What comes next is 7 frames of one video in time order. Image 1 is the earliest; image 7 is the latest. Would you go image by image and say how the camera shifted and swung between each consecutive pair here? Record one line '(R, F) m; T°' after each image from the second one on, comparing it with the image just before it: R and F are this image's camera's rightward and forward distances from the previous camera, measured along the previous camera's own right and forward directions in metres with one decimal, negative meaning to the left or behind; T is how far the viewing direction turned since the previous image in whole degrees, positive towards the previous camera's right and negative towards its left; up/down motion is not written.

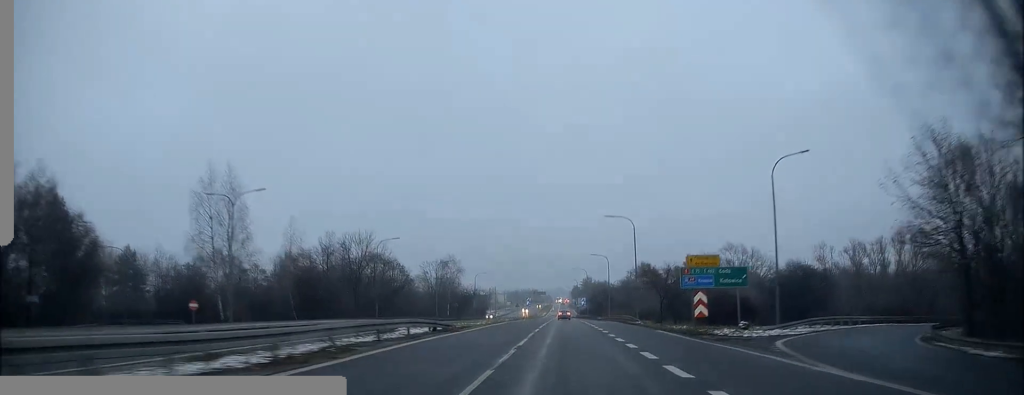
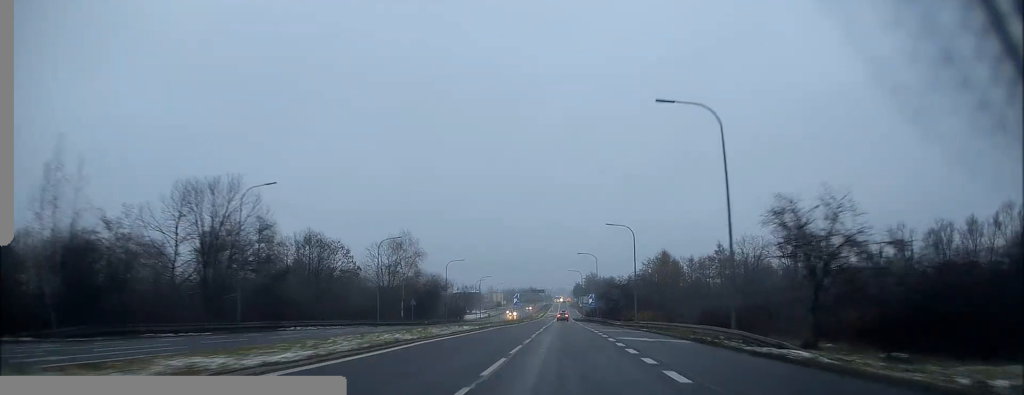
(-0.1, +32.7) m; 0°
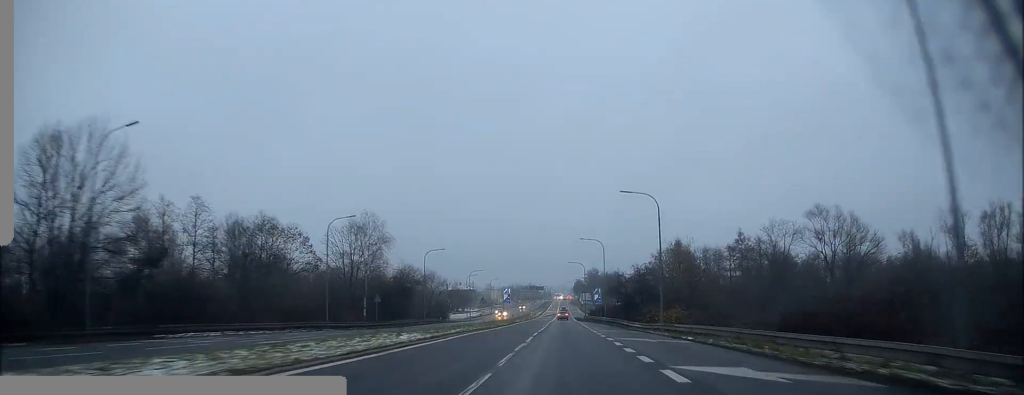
(+0.1, +15.6) m; 0°
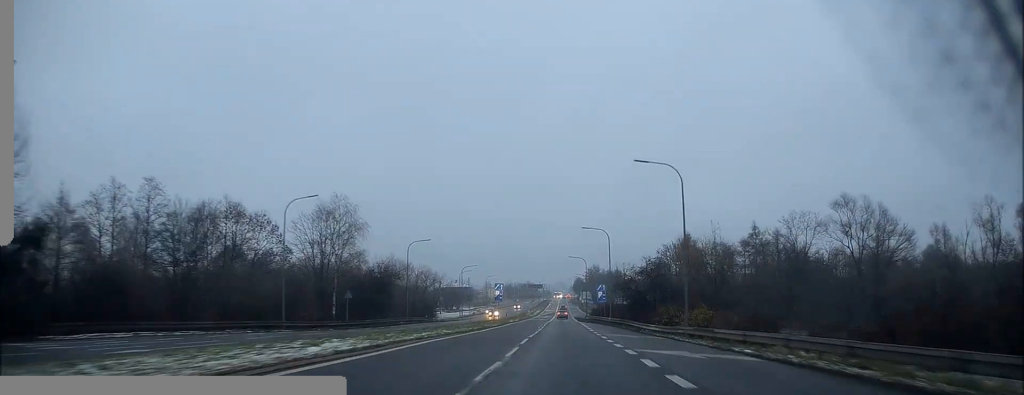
(0.0, +8.9) m; 0°
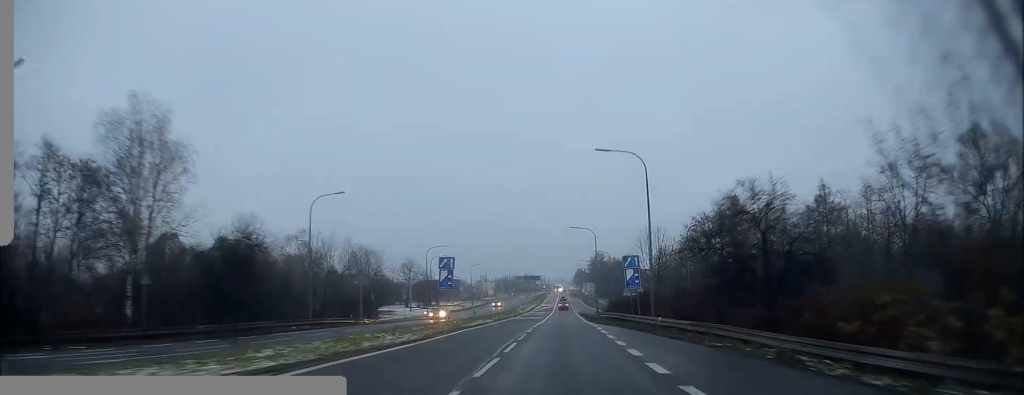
(-0.3, +29.1) m; -1°
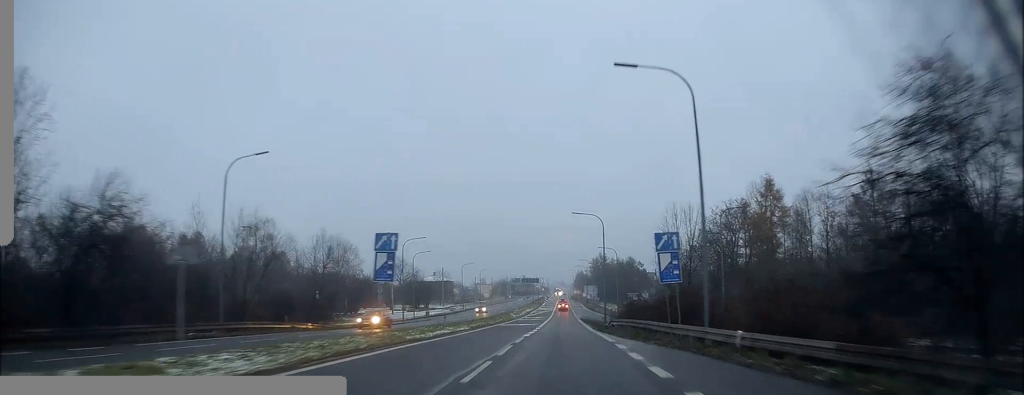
(-0.1, +12.2) m; 0°
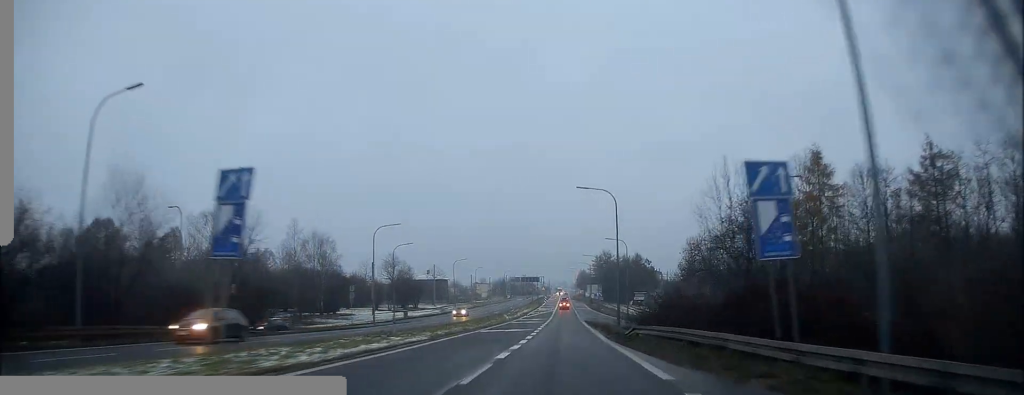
(+0.3, +11.1) m; 0°
